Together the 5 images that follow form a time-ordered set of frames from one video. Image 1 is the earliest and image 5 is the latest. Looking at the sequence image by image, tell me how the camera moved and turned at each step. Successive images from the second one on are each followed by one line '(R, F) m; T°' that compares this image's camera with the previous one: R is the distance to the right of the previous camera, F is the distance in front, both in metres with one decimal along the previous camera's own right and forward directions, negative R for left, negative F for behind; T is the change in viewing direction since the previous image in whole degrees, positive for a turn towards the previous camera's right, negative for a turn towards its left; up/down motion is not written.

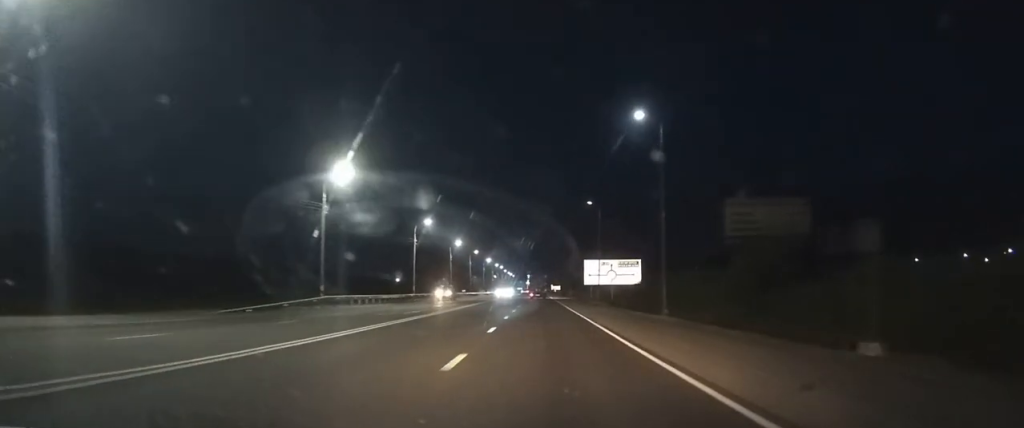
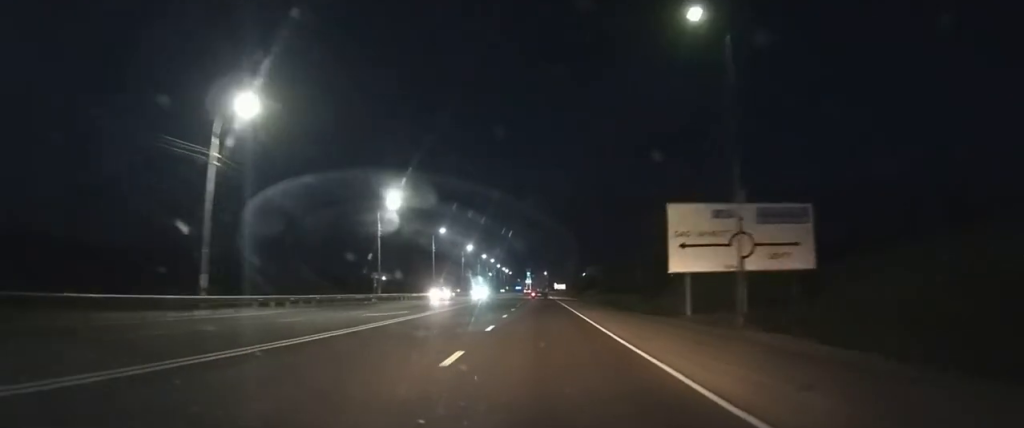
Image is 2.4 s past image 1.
(-0.7, +46.8) m; -2°
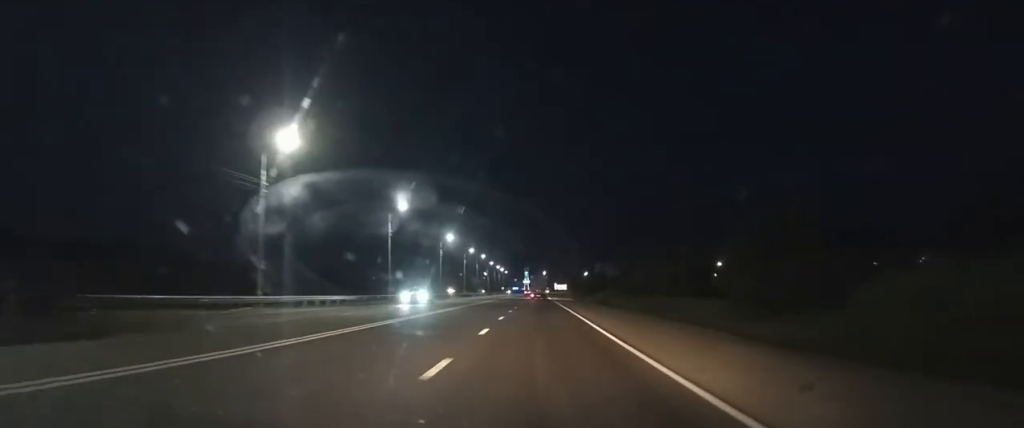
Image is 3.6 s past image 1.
(0.0, +24.5) m; 0°
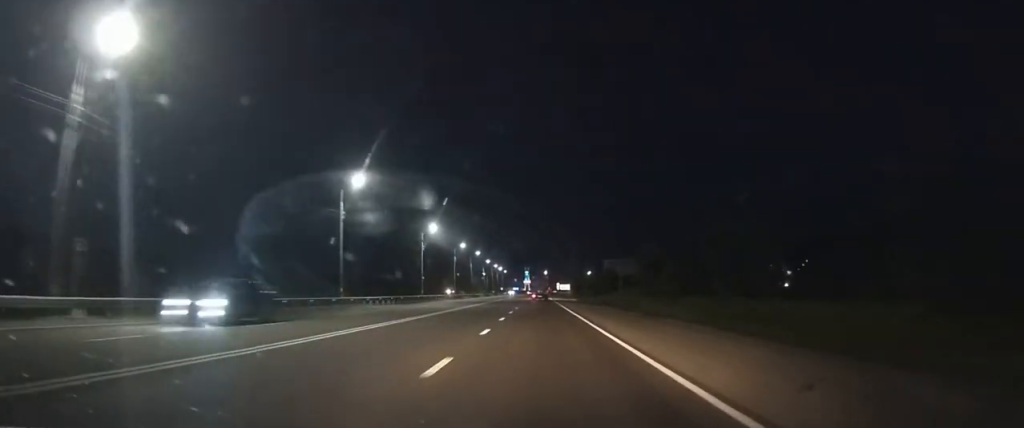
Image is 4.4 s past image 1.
(+0.1, +15.3) m; 0°
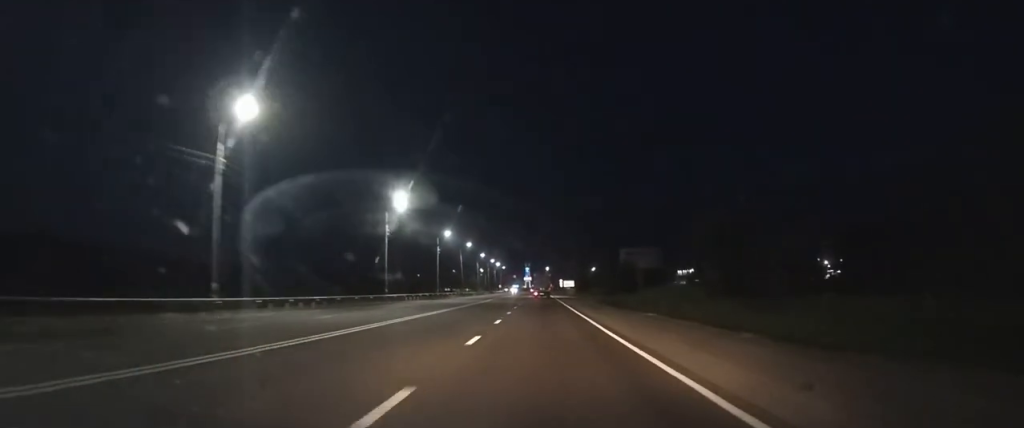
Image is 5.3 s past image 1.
(+0.1, +18.8) m; 0°
